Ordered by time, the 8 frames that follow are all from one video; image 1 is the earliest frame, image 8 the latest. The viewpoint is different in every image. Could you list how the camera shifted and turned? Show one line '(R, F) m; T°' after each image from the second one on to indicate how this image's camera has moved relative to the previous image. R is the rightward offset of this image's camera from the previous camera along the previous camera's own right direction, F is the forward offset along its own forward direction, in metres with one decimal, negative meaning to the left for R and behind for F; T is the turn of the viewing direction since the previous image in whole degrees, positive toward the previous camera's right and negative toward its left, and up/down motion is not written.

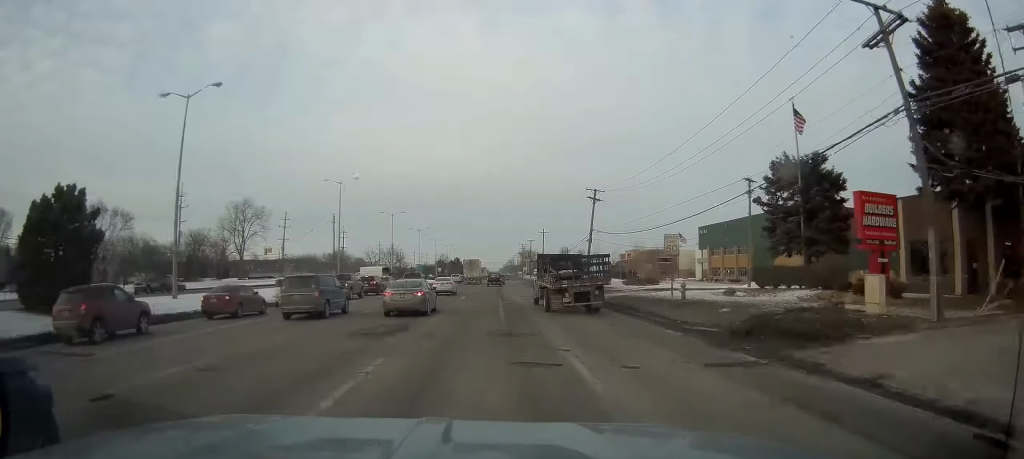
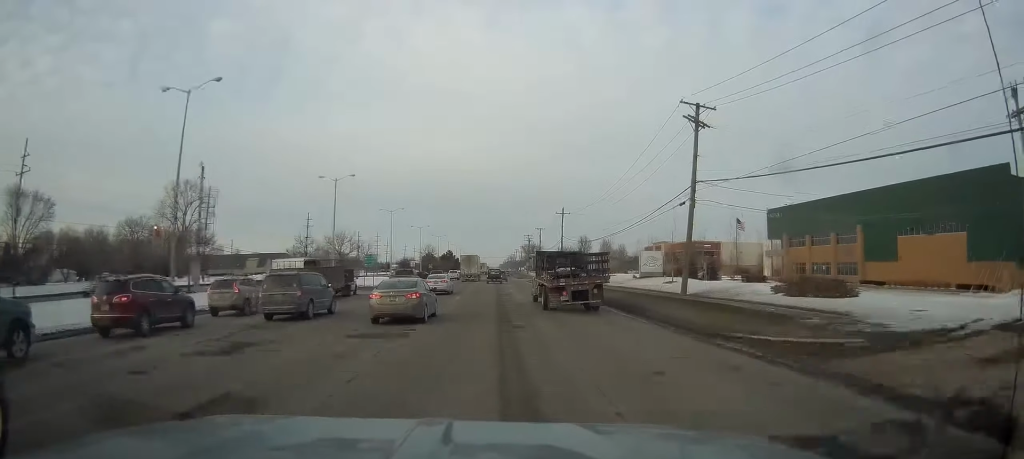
(-0.2, +40.8) m; -1°
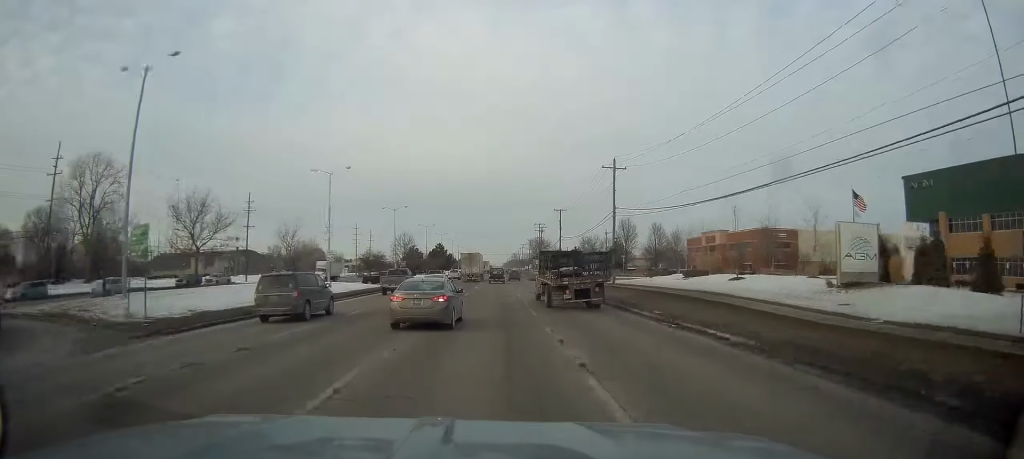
(+0.6, +51.8) m; +1°
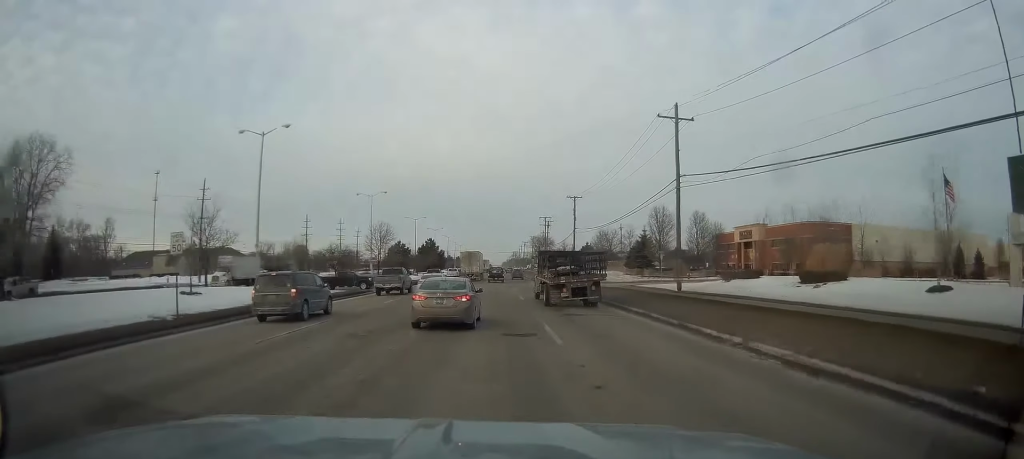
(-0.1, +25.2) m; 0°
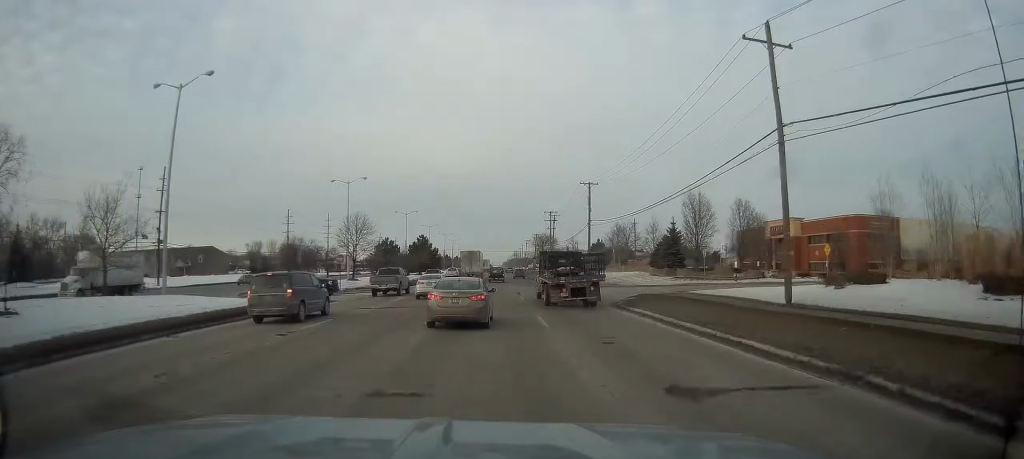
(0.0, +16.5) m; 0°
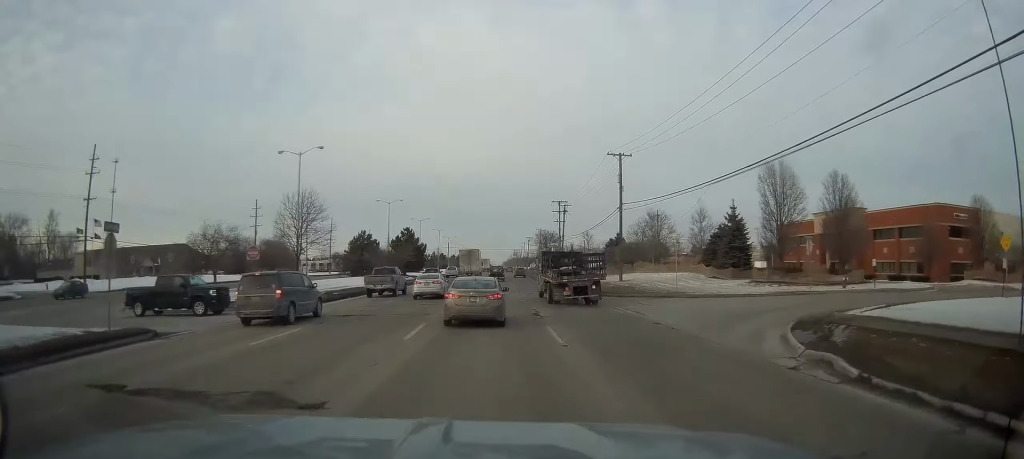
(+0.1, +20.9) m; +1°
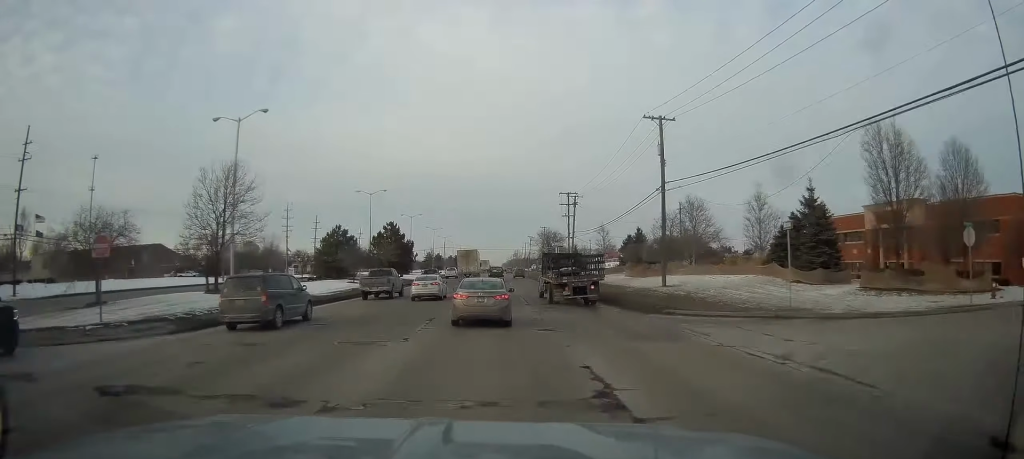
(0.0, +15.0) m; +1°
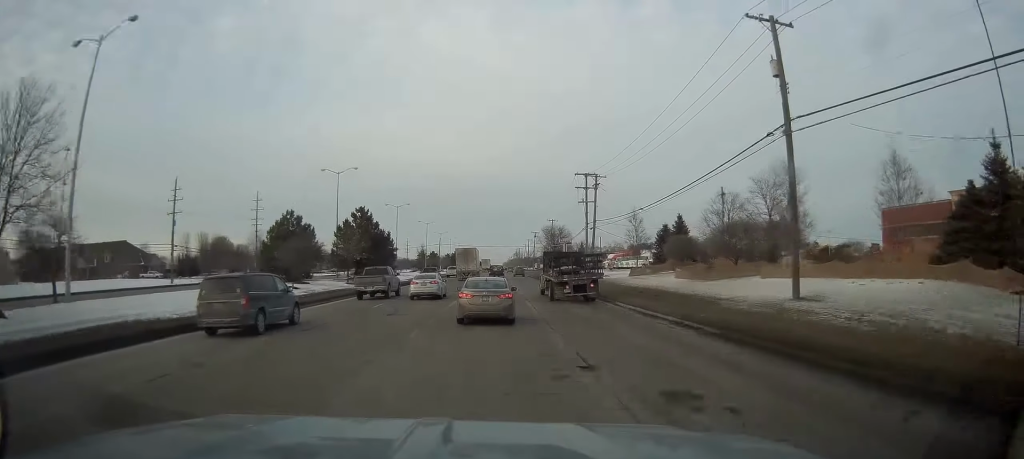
(+0.2, +18.9) m; 0°
